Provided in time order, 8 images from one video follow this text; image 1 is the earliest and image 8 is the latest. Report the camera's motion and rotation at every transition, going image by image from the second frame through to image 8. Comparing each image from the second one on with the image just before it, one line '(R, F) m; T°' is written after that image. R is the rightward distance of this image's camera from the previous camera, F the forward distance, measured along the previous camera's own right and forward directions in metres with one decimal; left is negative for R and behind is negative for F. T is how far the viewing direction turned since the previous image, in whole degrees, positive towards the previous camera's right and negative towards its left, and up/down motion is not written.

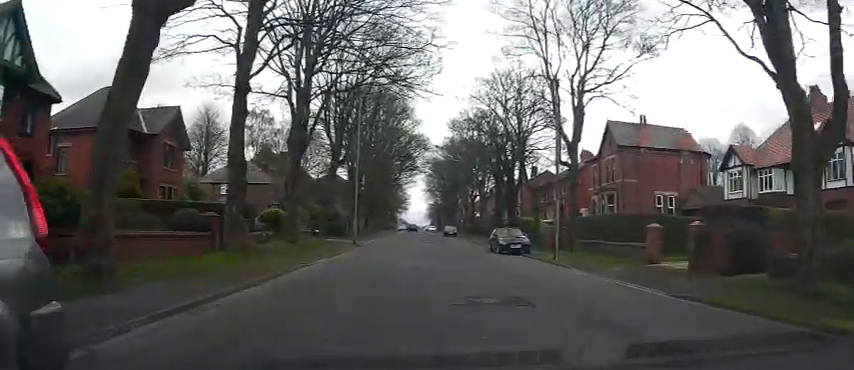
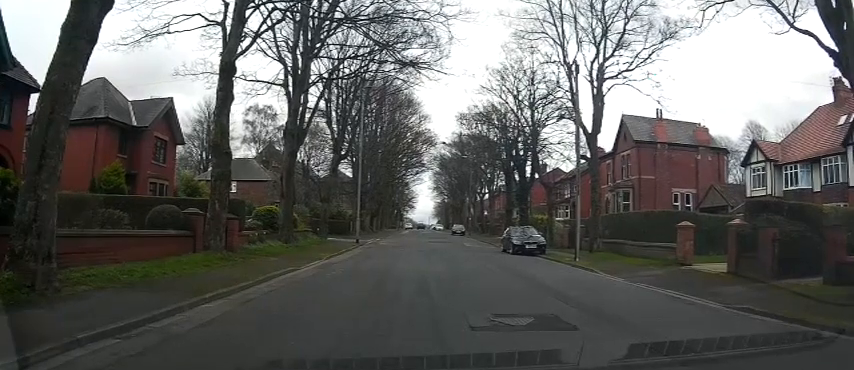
(+0.3, +3.6) m; +3°
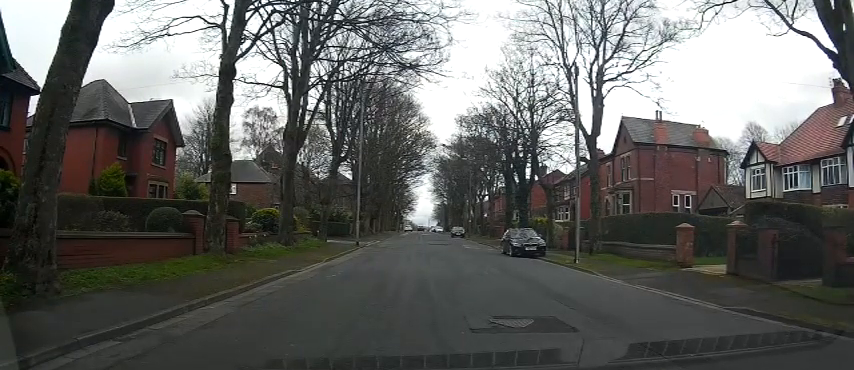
(+0.2, +1.1) m; 0°
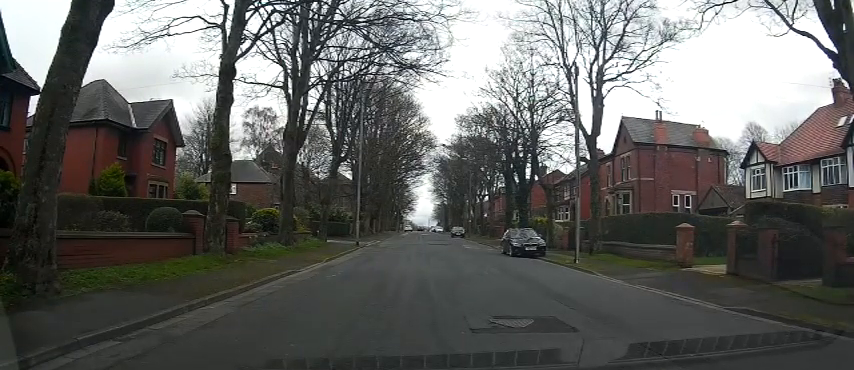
(0.0, 0.0) m; 0°
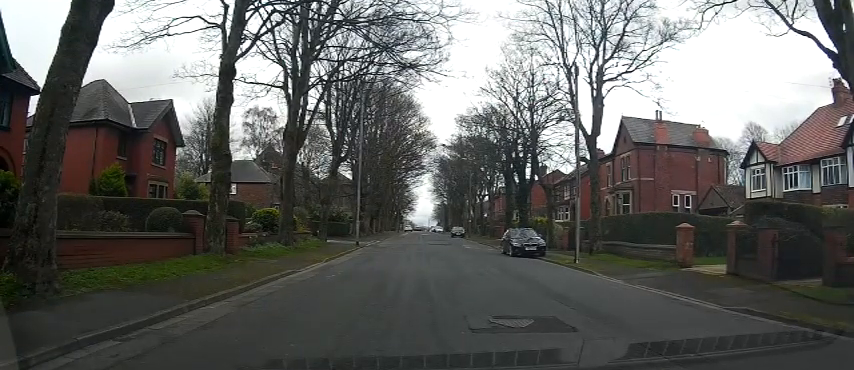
(0.0, 0.0) m; 0°
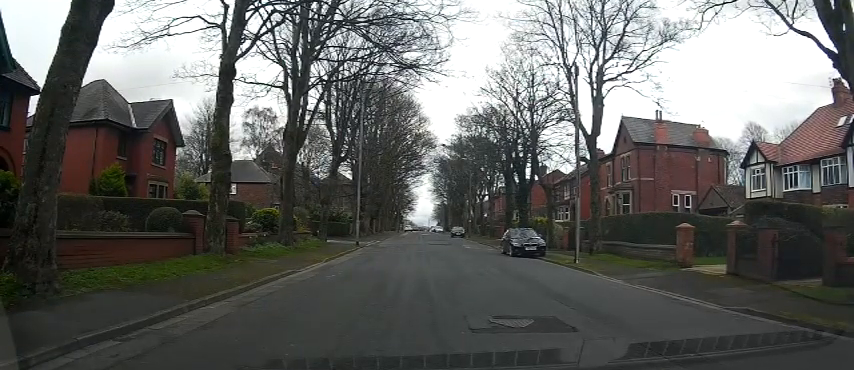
(0.0, 0.0) m; 0°
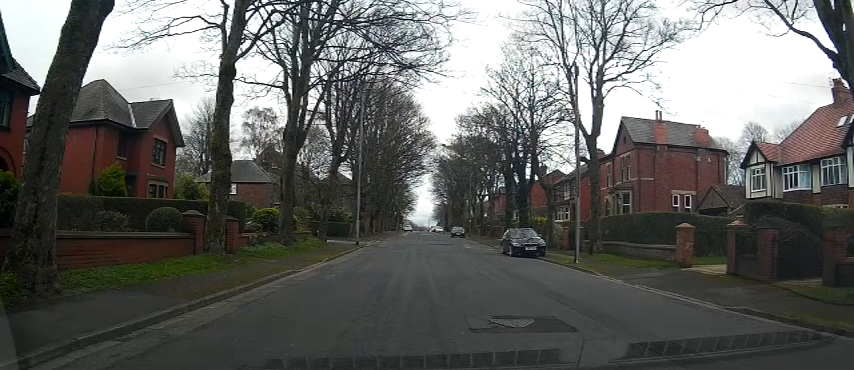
(0.0, 0.0) m; 0°
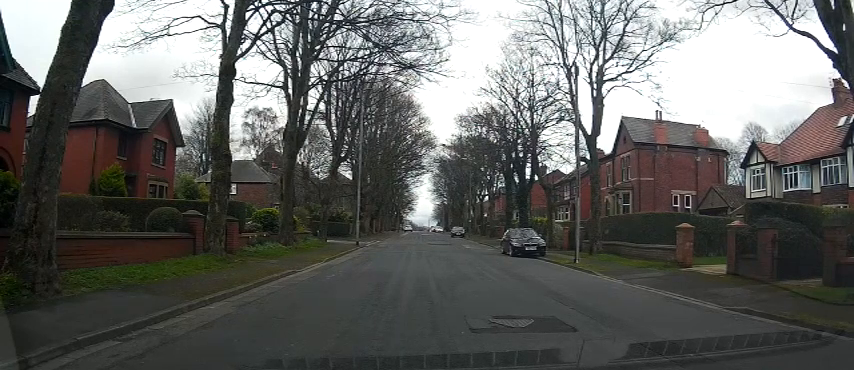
(0.0, 0.0) m; 0°
